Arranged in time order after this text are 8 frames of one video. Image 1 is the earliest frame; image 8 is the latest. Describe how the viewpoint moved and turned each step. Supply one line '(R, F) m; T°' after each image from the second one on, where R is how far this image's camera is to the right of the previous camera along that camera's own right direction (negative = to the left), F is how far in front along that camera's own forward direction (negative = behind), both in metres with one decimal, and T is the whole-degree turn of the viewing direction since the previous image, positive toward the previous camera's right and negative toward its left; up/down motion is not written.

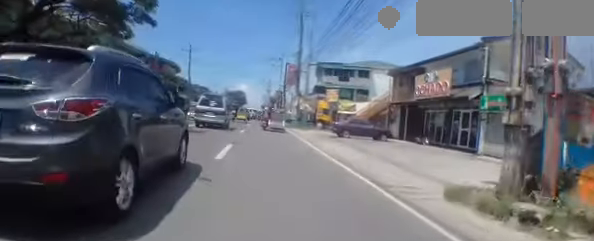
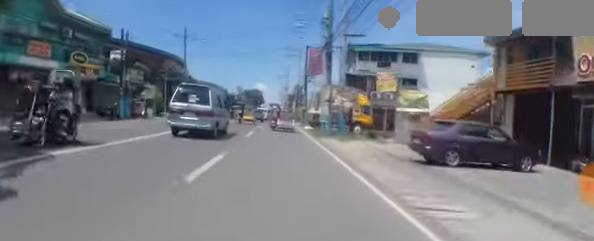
(-0.2, +12.2) m; -1°
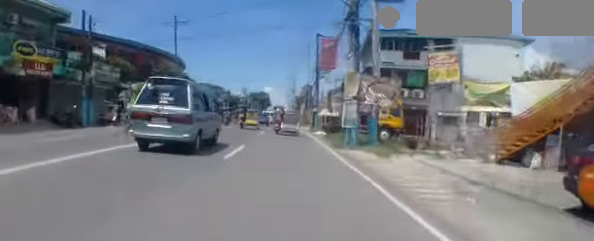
(0.0, +6.2) m; 0°
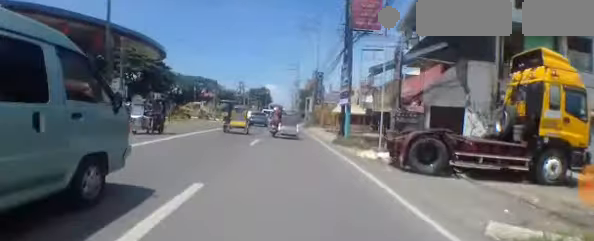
(-0.3, +14.2) m; -3°
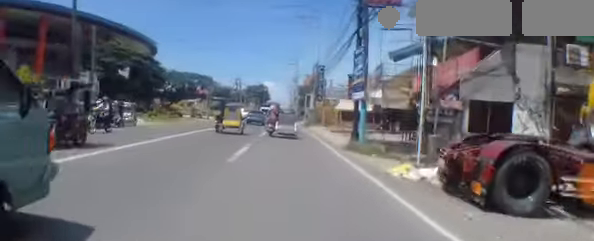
(-0.2, +3.8) m; 0°
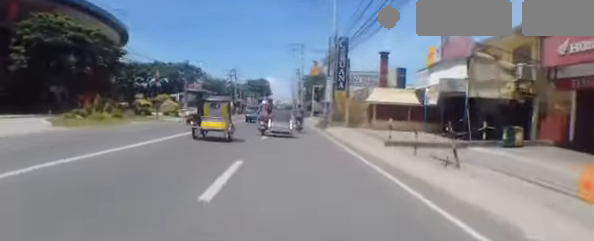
(+0.7, +12.2) m; +6°
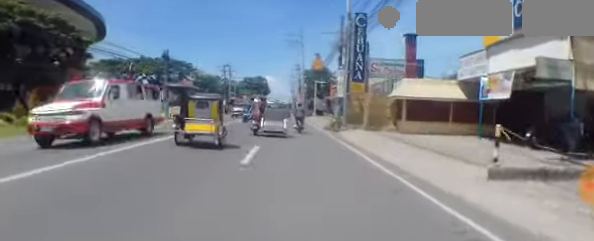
(+0.3, +6.1) m; 0°
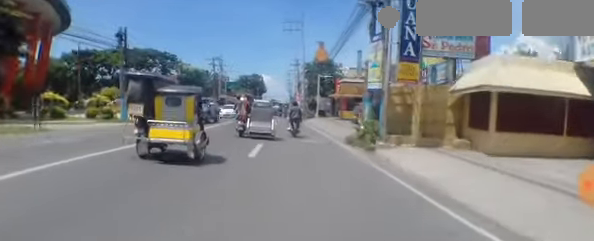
(-0.4, +8.2) m; -2°
